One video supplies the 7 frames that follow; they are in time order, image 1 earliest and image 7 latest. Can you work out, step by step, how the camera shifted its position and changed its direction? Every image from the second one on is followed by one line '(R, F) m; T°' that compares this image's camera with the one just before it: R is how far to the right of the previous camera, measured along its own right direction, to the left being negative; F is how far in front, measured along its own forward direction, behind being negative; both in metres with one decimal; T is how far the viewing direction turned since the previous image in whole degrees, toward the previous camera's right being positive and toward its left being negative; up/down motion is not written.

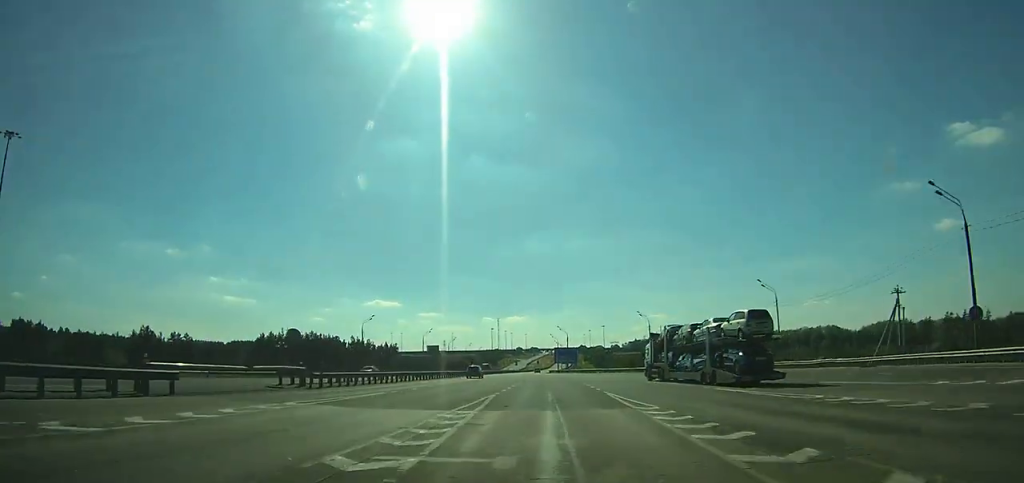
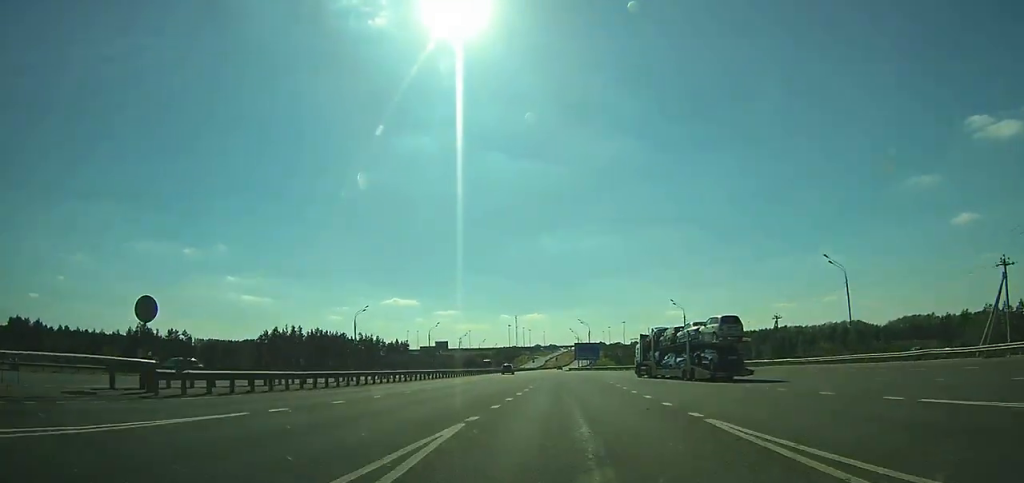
(-0.9, +12.8) m; -7°
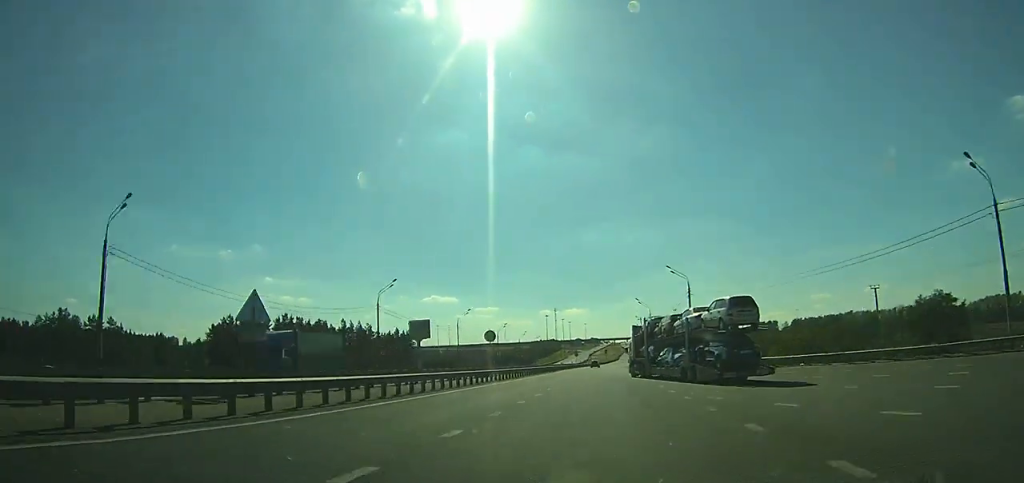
(-3.4, +60.9) m; -3°
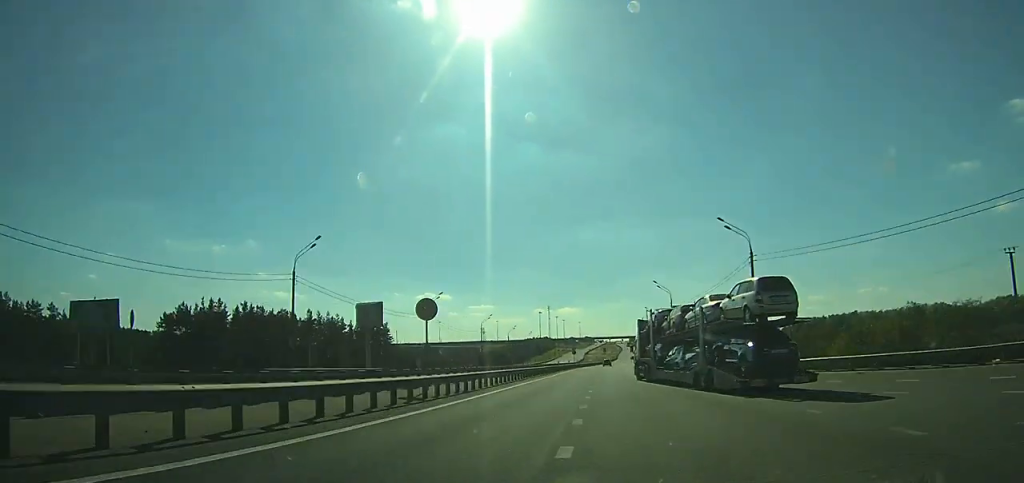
(0.0, +21.0) m; +1°
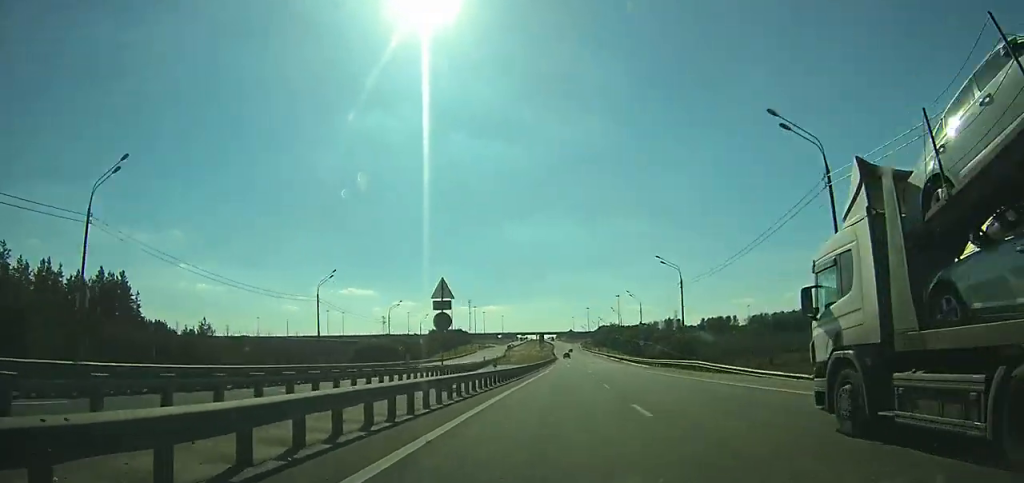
(+4.6, +93.1) m; +6°
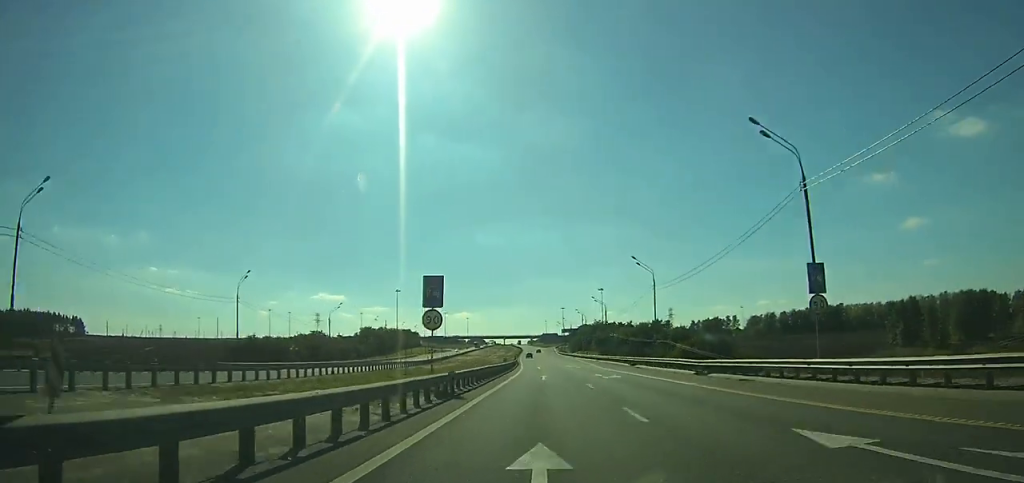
(+2.1, +72.0) m; +2°
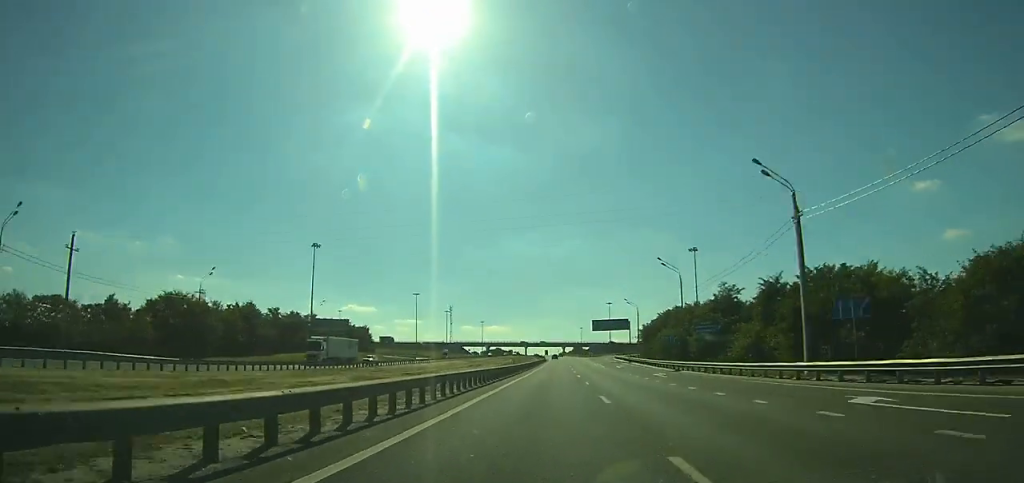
(-2.2, +151.8) m; -1°
